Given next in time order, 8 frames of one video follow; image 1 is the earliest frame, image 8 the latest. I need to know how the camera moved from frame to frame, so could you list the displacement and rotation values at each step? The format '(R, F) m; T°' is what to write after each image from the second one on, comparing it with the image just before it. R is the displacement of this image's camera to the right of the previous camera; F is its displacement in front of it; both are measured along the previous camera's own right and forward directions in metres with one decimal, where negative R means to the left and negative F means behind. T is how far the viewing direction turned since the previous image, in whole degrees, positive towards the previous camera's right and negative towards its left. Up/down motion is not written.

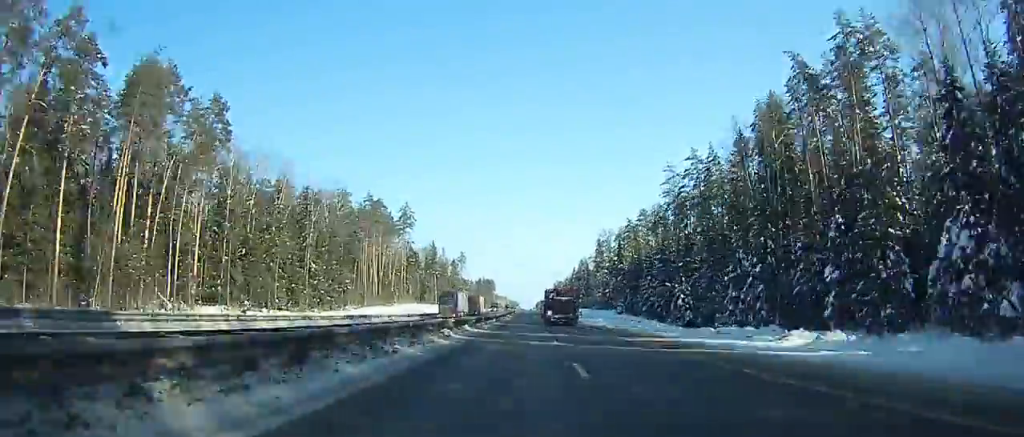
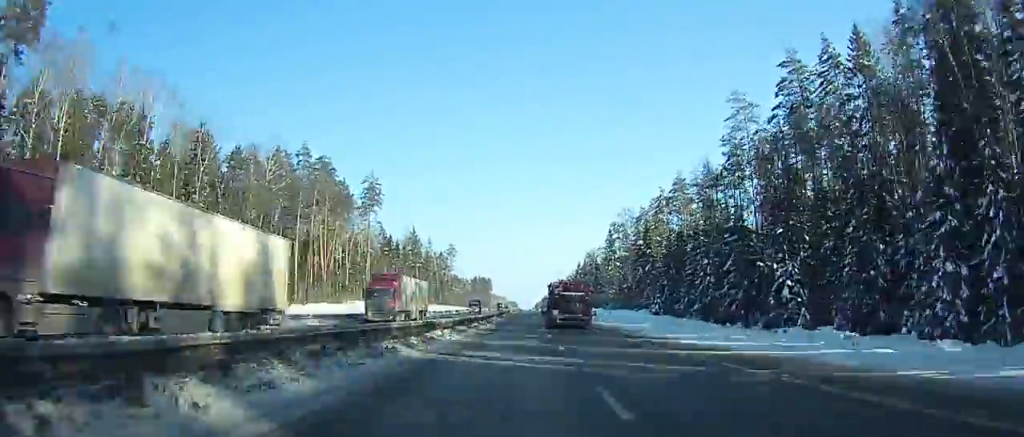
(+0.4, +40.9) m; 0°
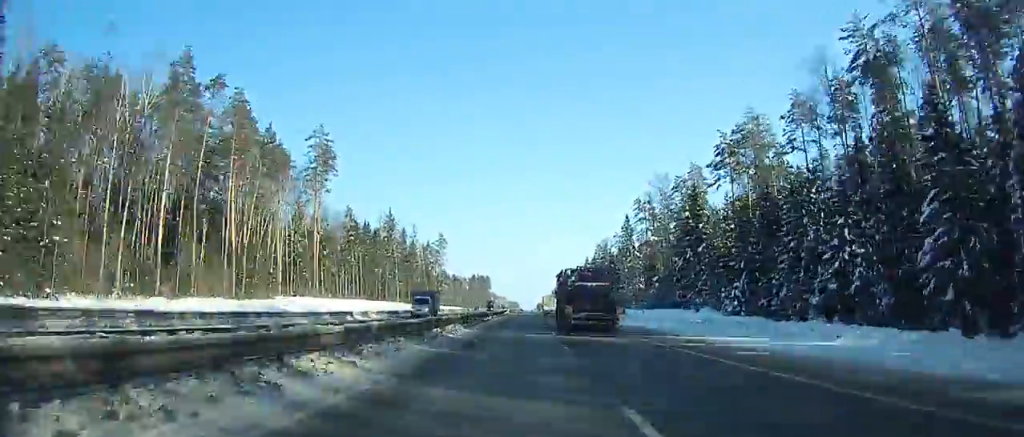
(-0.3, +38.4) m; 0°
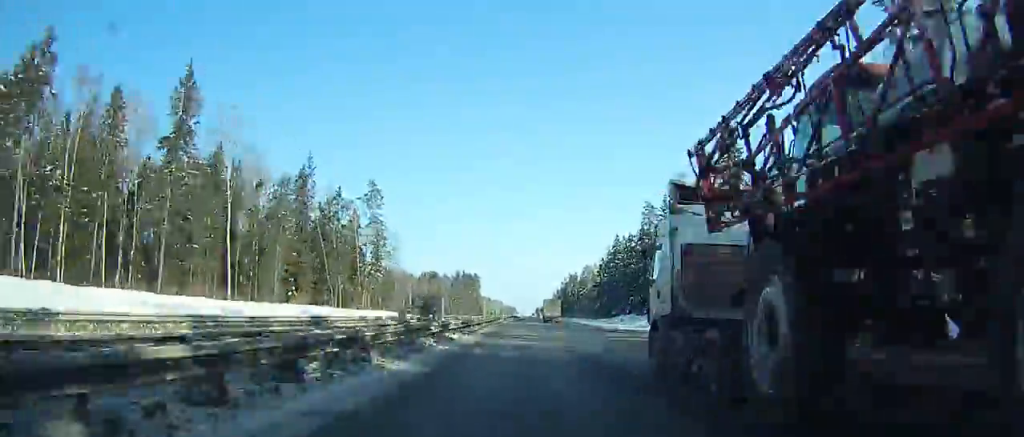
(-0.1, +107.1) m; 0°
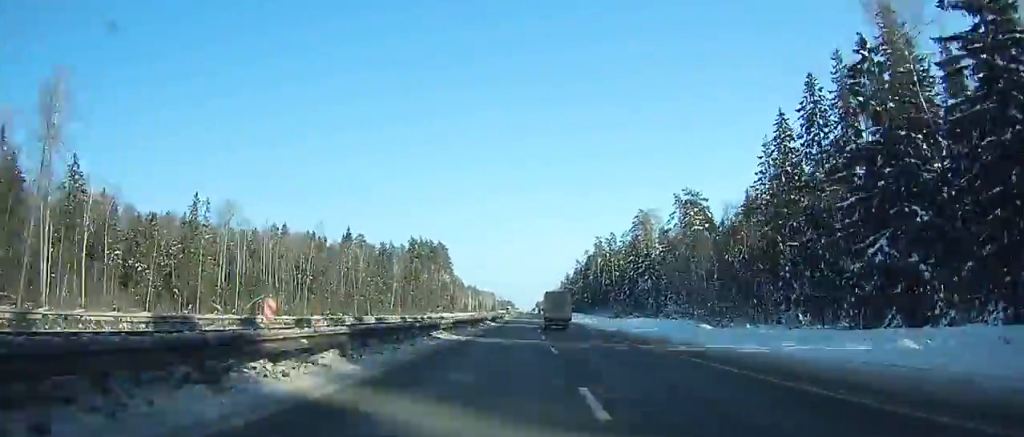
(+1.1, +169.3) m; 0°
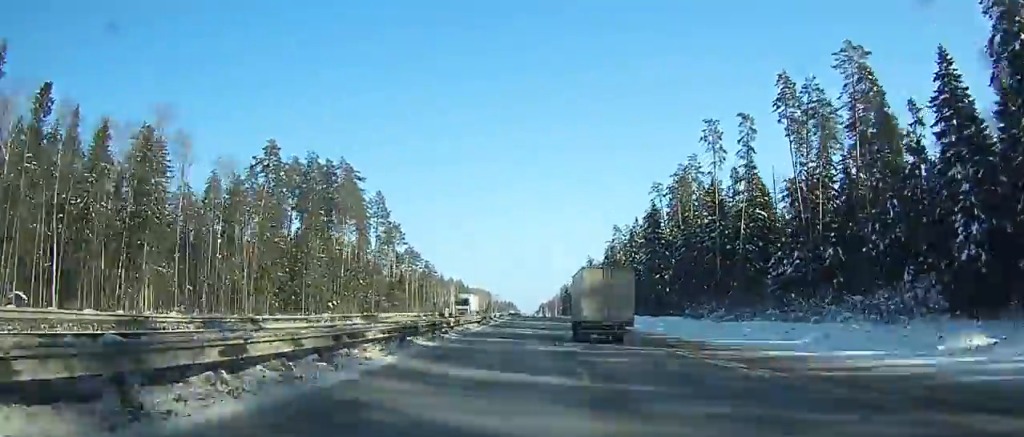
(-0.8, +141.4) m; -1°
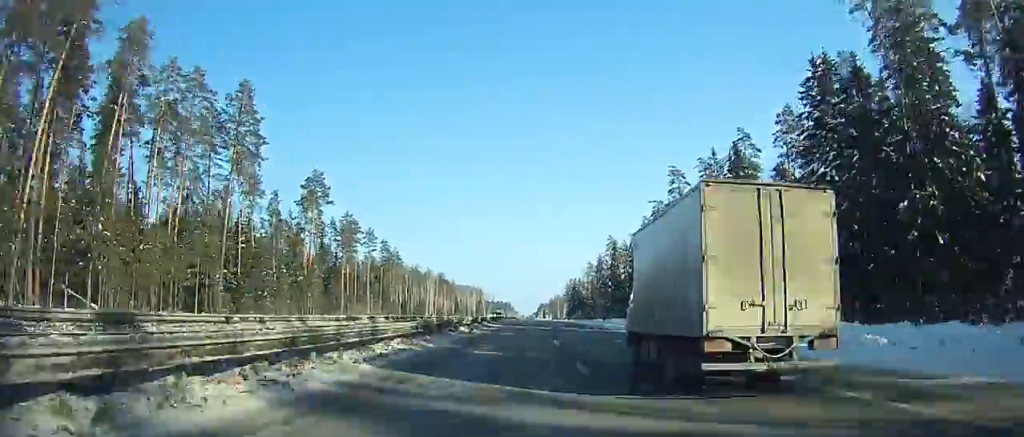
(0.0, +83.7) m; 0°
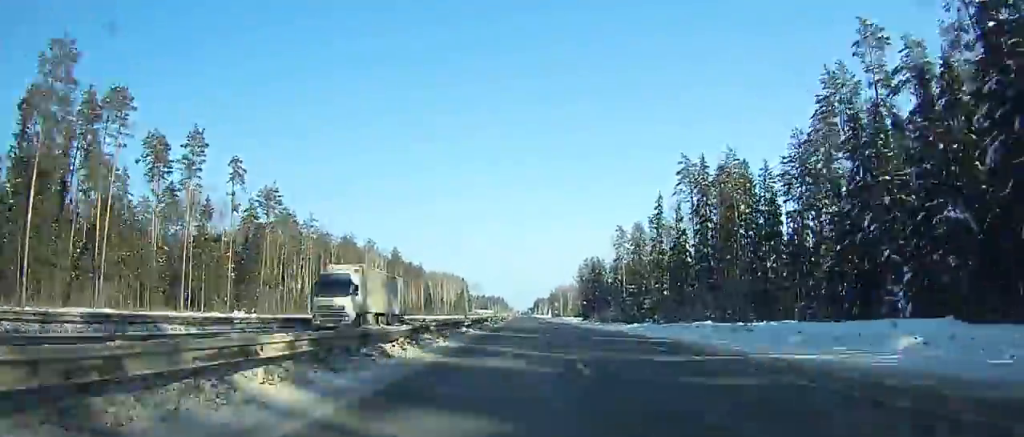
(+0.8, +108.4) m; +1°
